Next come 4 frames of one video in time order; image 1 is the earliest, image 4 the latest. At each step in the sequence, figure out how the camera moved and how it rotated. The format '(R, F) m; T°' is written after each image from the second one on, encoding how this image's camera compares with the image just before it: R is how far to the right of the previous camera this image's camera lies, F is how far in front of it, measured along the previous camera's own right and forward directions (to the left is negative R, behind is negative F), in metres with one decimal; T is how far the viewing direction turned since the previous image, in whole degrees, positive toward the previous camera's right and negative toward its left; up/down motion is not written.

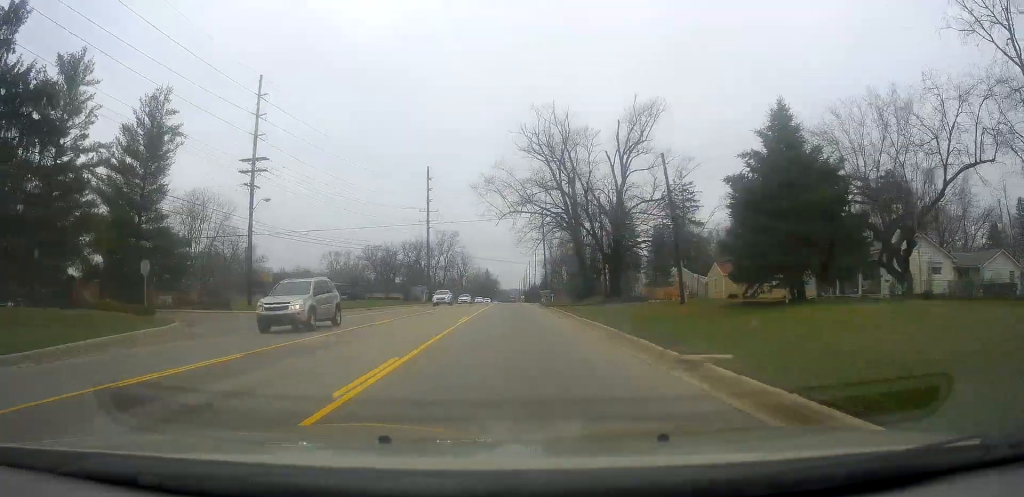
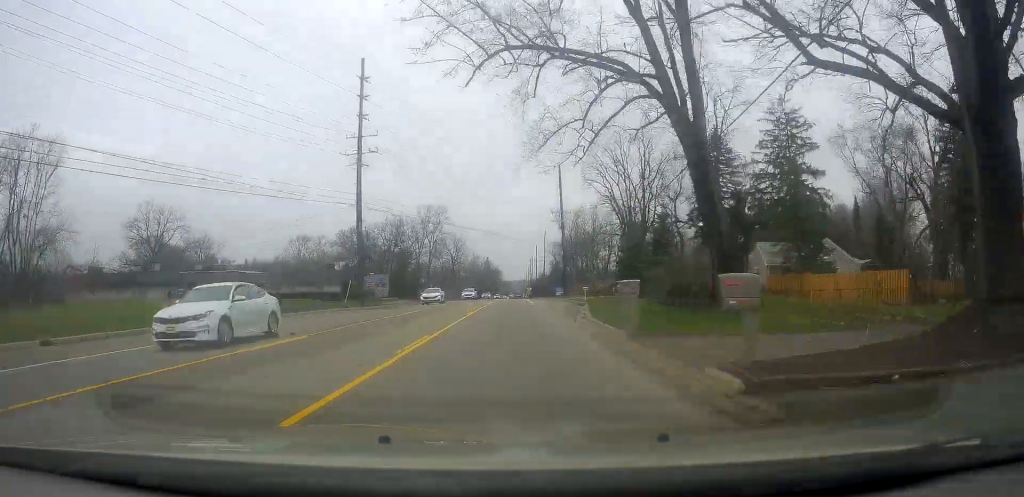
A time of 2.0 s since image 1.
(+0.7, +41.5) m; +2°
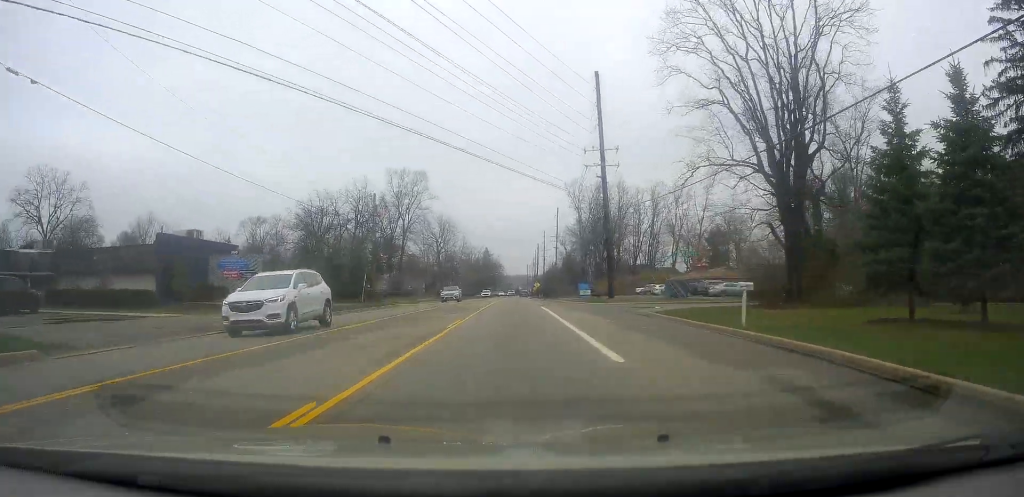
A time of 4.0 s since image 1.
(-1.0, +38.7) m; -3°
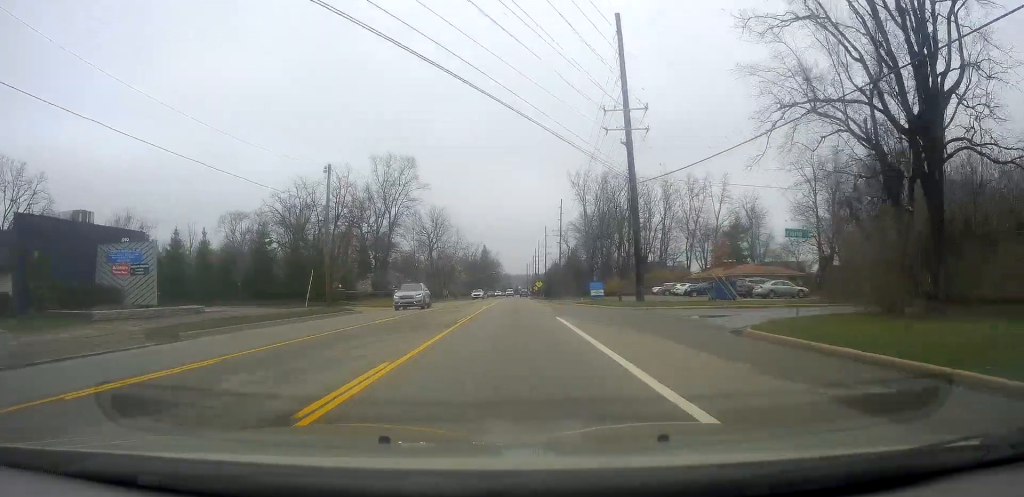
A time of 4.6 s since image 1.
(-0.3, +12.0) m; +1°
